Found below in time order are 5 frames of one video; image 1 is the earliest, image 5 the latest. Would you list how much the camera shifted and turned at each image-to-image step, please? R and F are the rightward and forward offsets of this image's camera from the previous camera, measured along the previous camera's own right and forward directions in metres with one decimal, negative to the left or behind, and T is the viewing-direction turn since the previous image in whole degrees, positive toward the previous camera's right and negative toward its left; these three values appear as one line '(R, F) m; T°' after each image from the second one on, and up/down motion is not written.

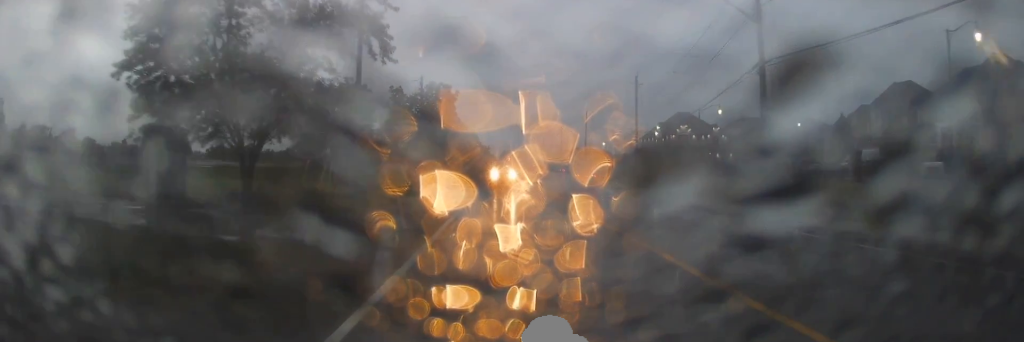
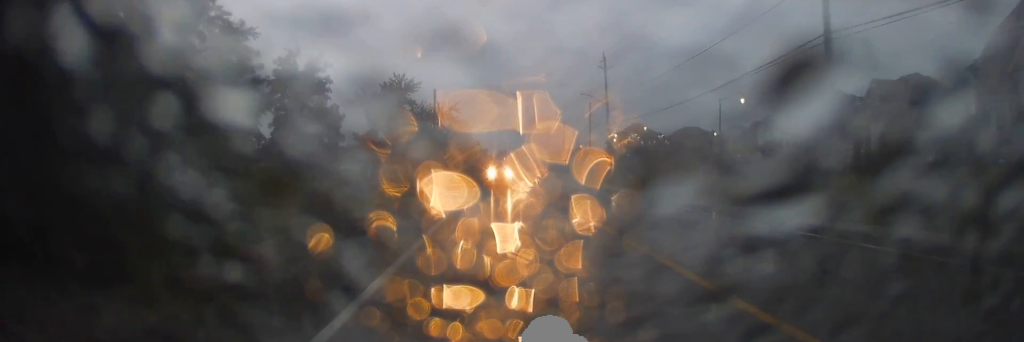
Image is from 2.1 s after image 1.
(-0.1, +38.4) m; 0°
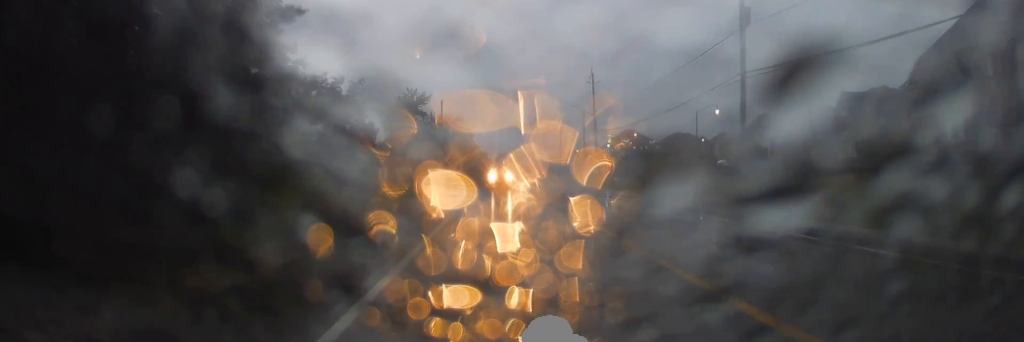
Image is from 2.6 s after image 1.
(0.0, +8.4) m; 0°
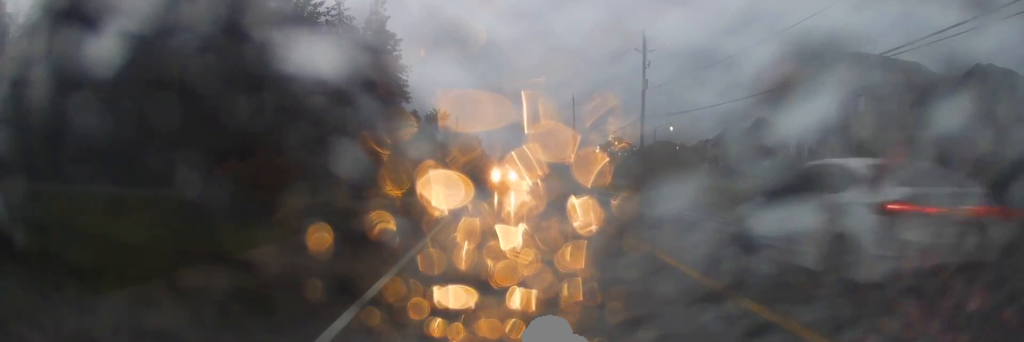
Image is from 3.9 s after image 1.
(0.0, +22.5) m; 0°
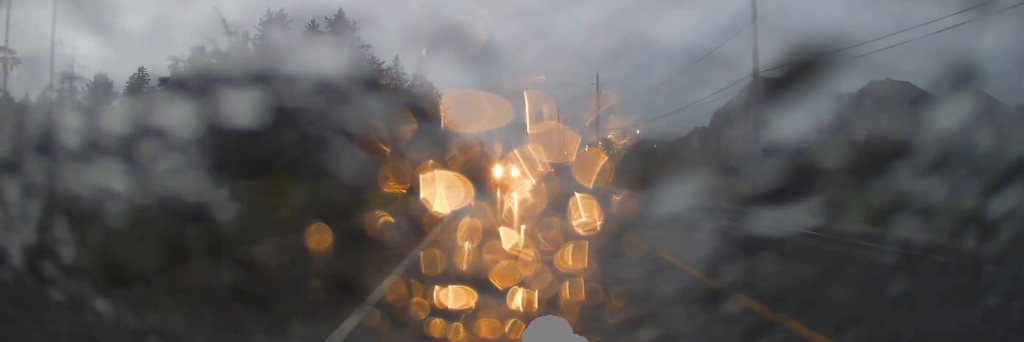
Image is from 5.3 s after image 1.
(0.0, +25.5) m; +1°
